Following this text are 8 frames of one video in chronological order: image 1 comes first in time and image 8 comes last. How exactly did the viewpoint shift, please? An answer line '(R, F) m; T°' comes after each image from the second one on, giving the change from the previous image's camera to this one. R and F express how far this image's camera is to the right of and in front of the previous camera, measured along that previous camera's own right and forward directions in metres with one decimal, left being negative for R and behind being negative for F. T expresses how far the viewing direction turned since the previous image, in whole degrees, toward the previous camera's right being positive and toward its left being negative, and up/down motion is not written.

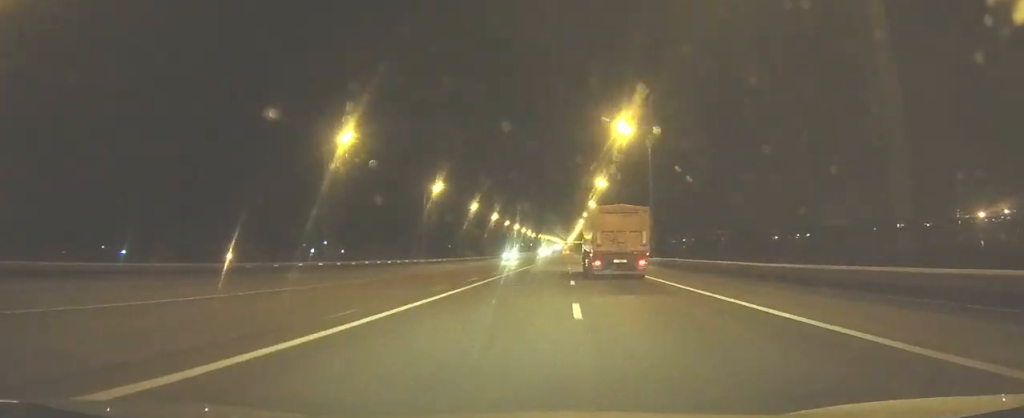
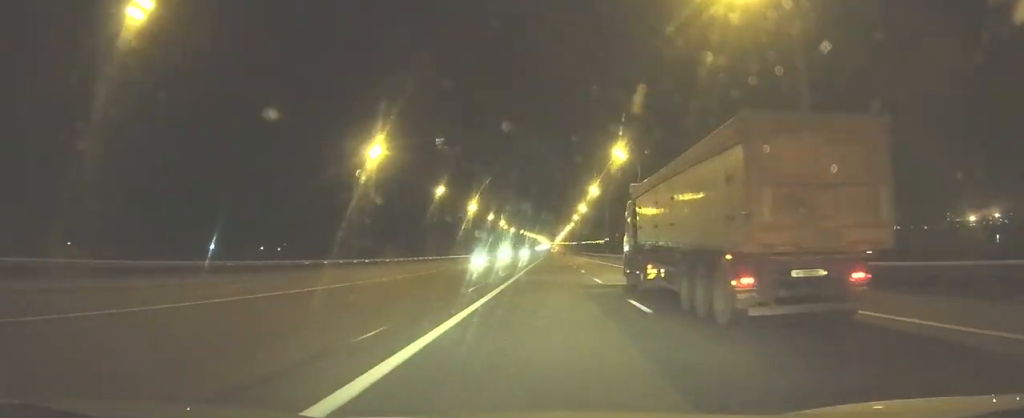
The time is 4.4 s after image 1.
(-0.3, +109.2) m; 0°
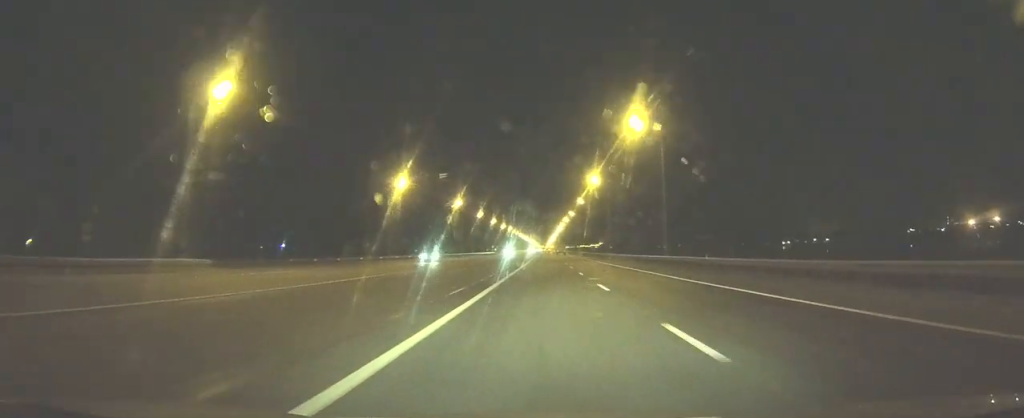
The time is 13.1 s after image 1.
(+1.8, +237.3) m; +1°
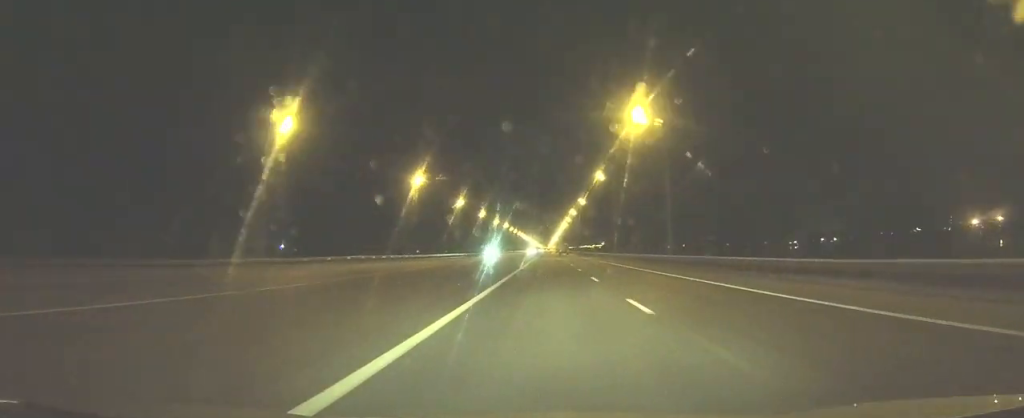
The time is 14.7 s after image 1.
(+0.1, +43.4) m; 0°
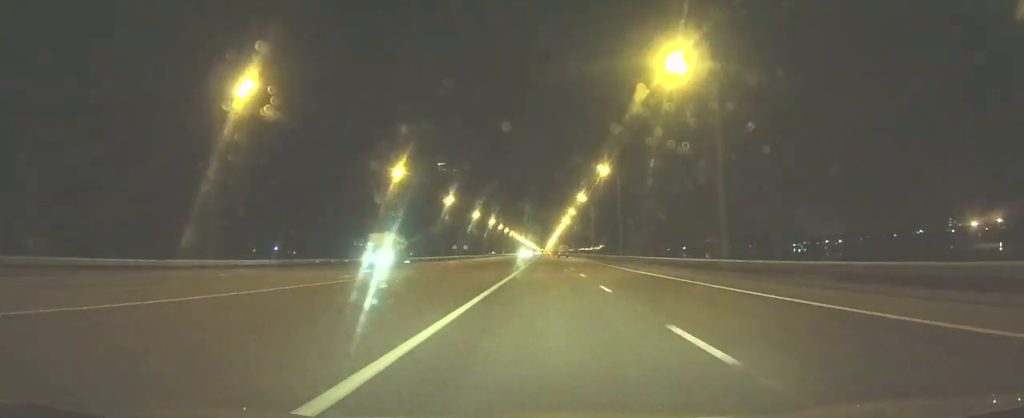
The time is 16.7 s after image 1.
(+0.1, +54.3) m; 0°
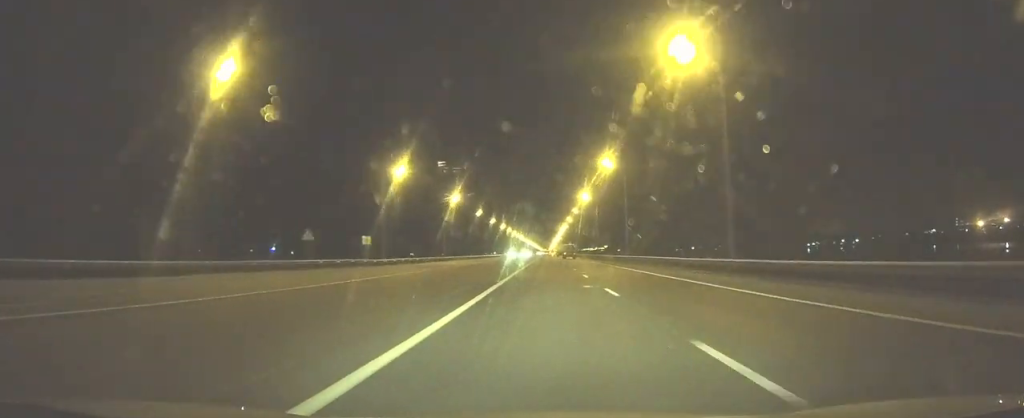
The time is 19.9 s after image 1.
(0.0, +86.6) m; 0°
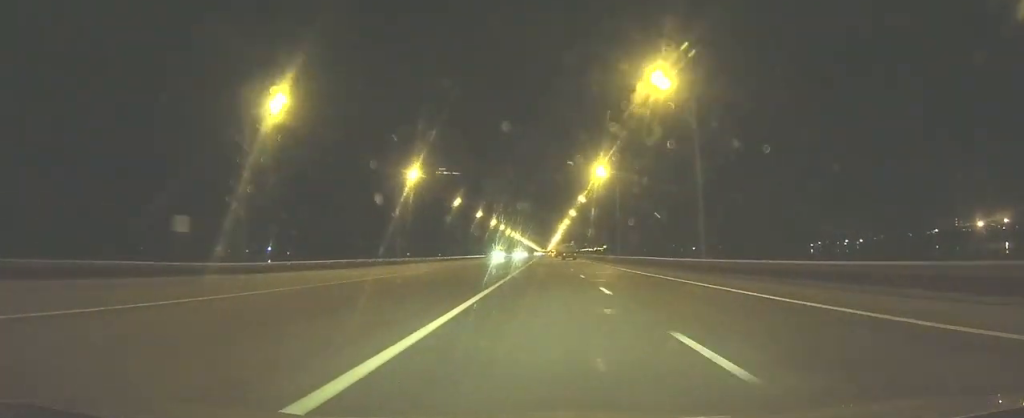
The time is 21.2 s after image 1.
(0.0, +35.1) m; 0°
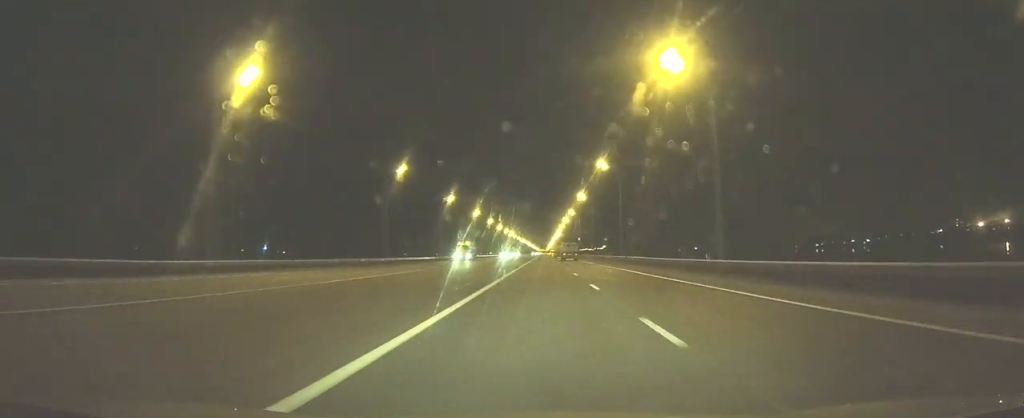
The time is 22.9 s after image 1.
(0.0, +46.0) m; 0°
